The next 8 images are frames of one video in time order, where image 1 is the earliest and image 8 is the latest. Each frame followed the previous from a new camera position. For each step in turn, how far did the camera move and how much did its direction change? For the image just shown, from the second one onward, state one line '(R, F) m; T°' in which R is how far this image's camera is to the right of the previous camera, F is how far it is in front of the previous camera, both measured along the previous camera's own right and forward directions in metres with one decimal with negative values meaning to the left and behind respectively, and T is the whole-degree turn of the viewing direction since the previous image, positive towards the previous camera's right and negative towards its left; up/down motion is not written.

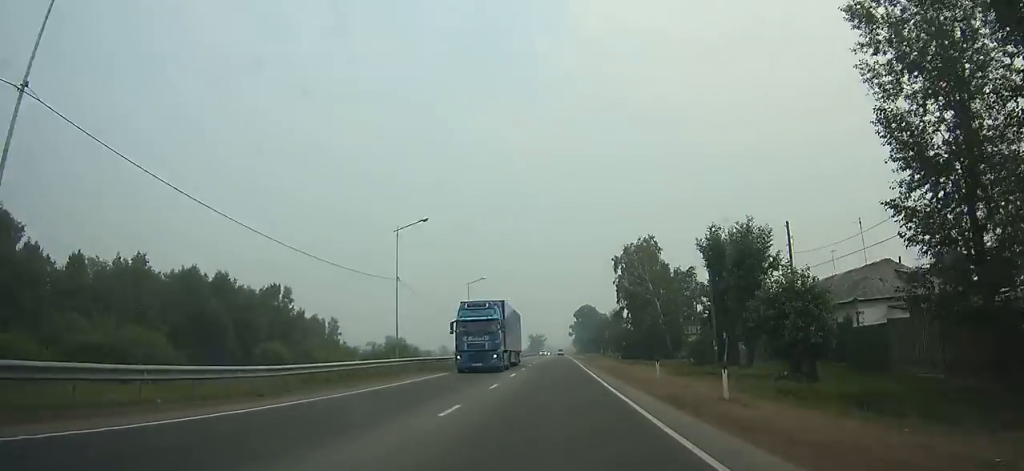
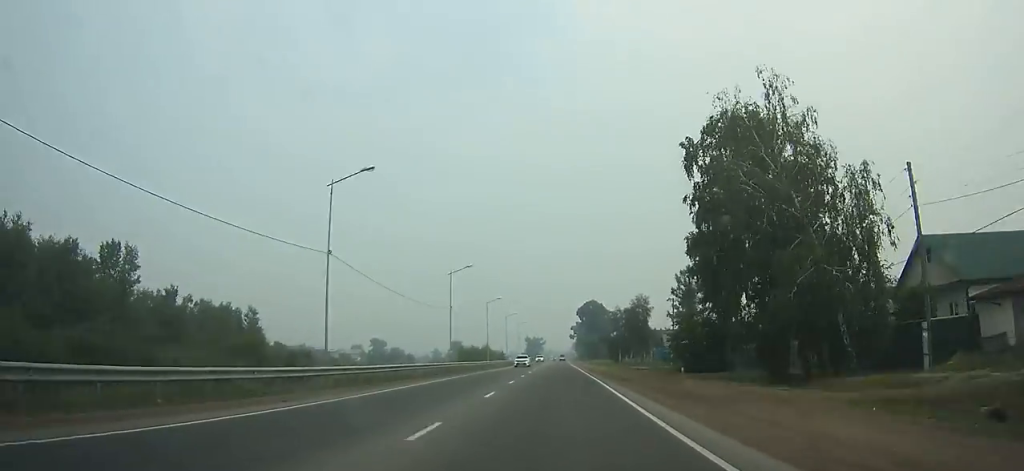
(0.0, +43.1) m; 0°
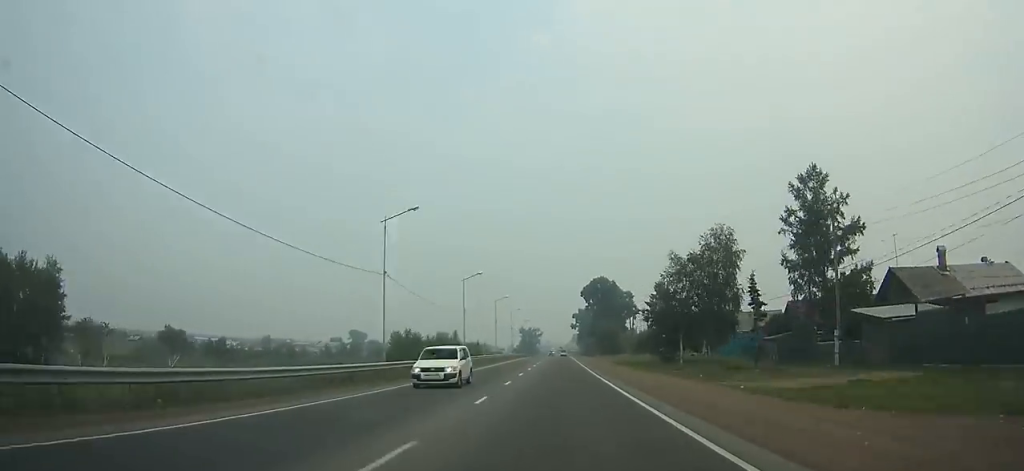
(-0.1, +52.4) m; 0°
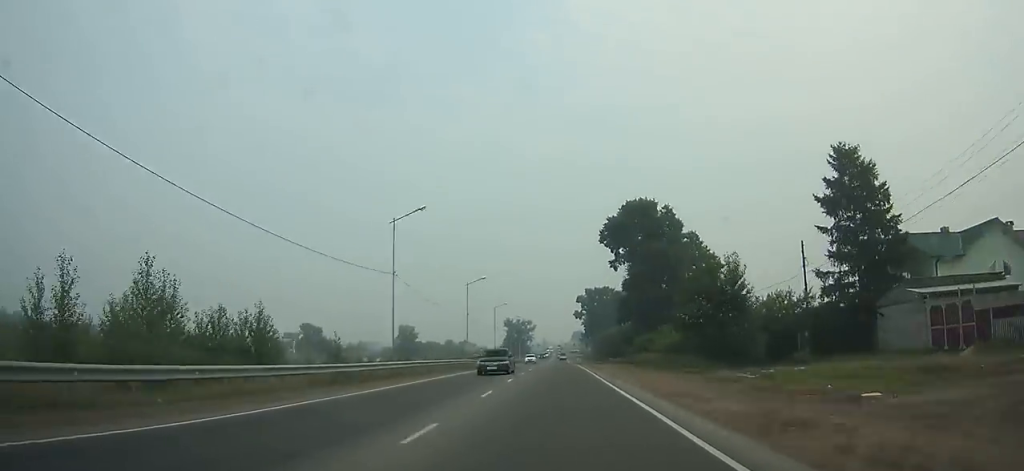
(-0.3, +91.5) m; 0°
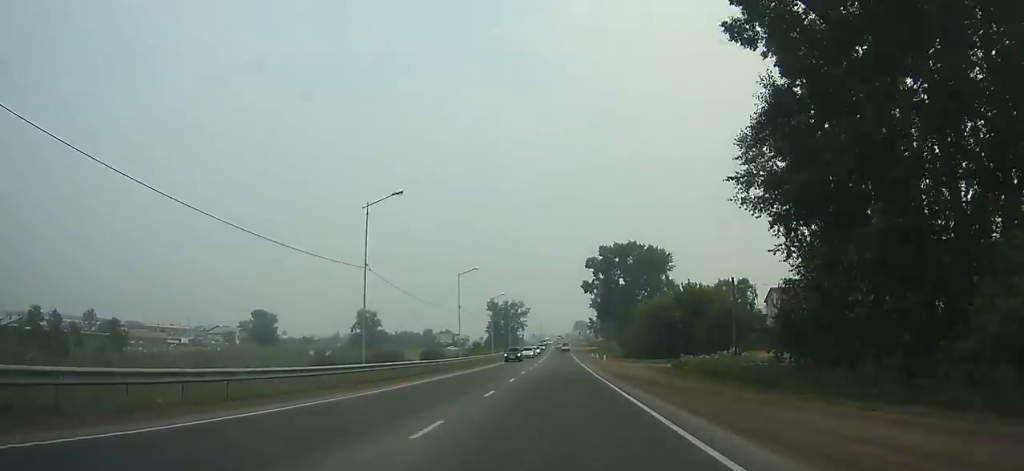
(+0.1, +64.3) m; 0°
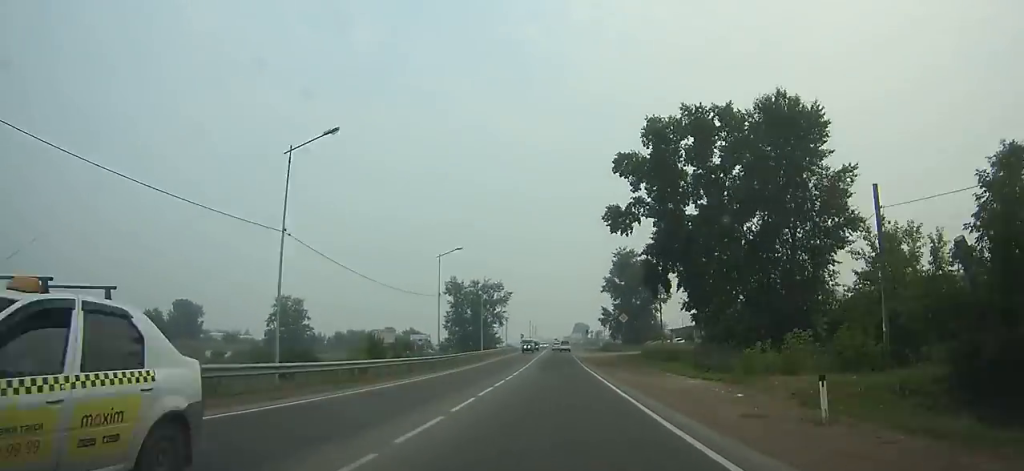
(+0.3, +65.6) m; 0°
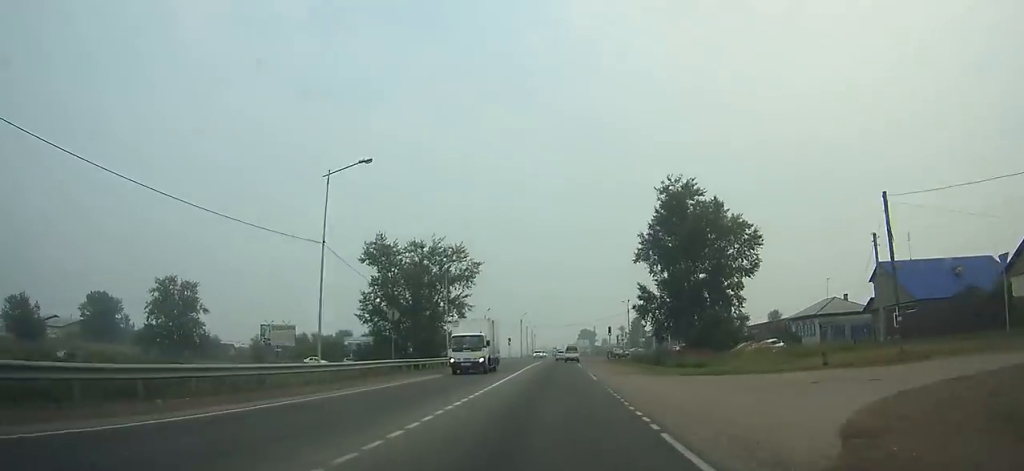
(-0.1, +53.2) m; 0°
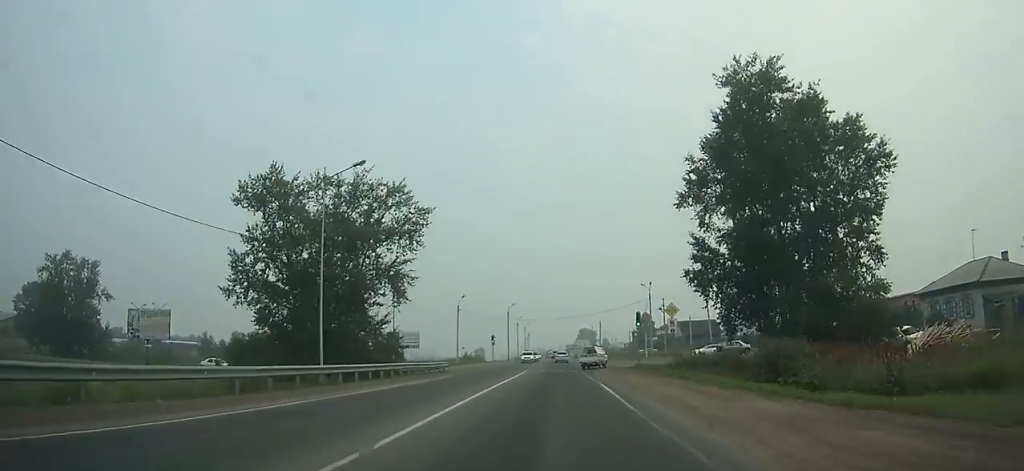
(0.0, +30.1) m; 0°
